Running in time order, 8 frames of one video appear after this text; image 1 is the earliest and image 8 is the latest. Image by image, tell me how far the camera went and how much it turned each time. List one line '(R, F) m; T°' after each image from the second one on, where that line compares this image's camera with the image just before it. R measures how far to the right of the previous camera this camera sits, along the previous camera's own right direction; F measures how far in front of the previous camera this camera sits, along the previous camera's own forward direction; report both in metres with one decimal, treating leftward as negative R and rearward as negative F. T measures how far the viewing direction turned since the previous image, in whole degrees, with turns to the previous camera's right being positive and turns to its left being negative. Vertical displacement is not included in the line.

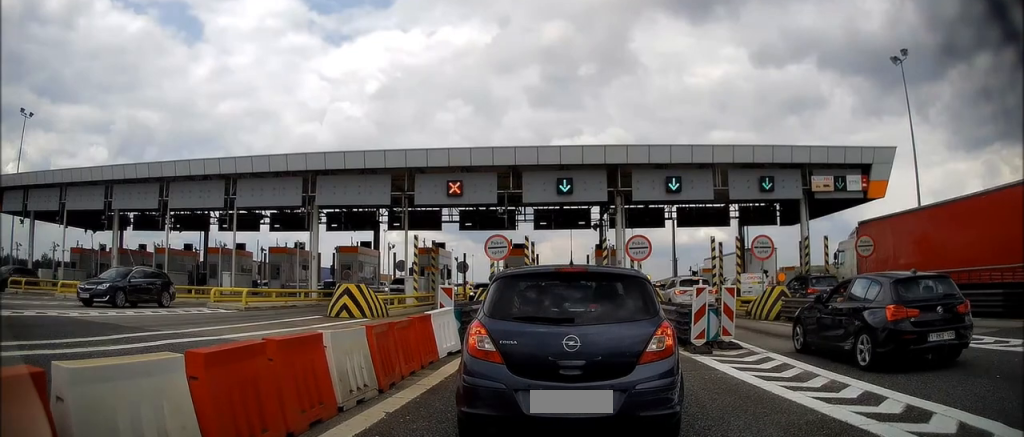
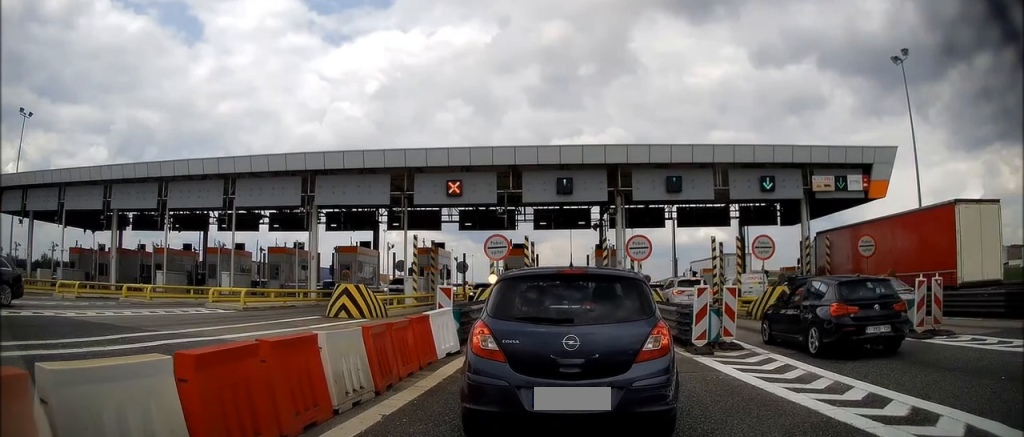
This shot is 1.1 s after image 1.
(0.0, +0.4) m; 0°
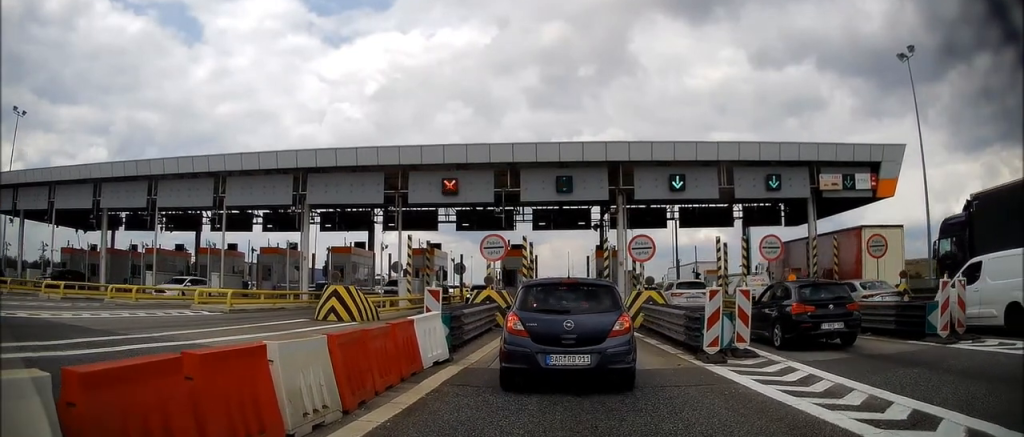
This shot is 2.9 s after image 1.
(0.0, +1.1) m; 0°
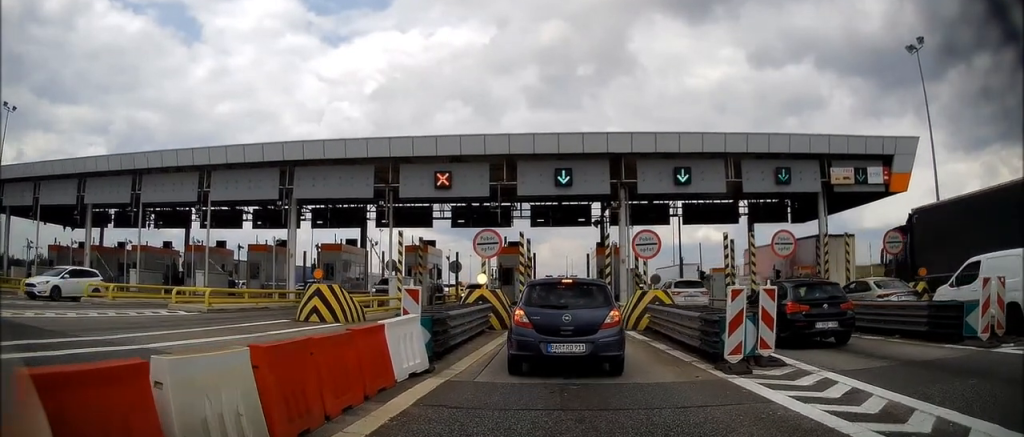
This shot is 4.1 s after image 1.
(0.0, +1.3) m; 0°
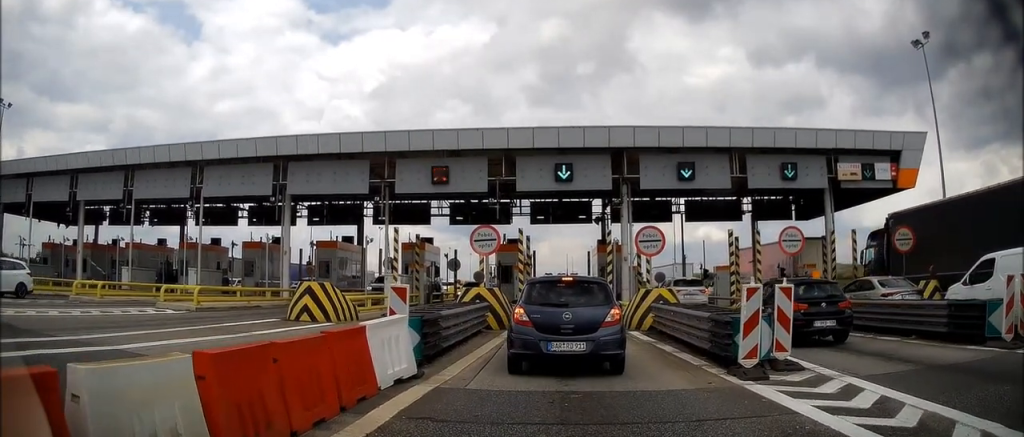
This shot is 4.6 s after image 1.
(0.0, +0.7) m; 0°
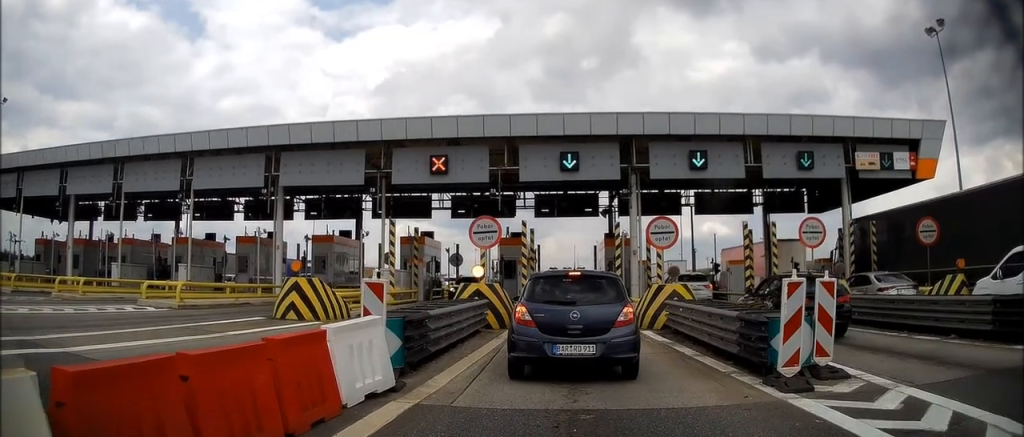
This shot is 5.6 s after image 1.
(0.0, +1.2) m; 0°
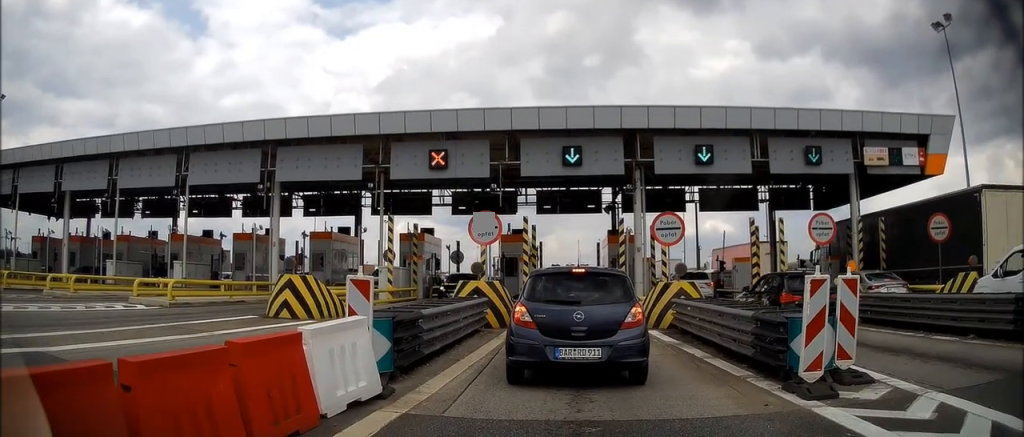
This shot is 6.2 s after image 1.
(0.0, +0.7) m; 0°
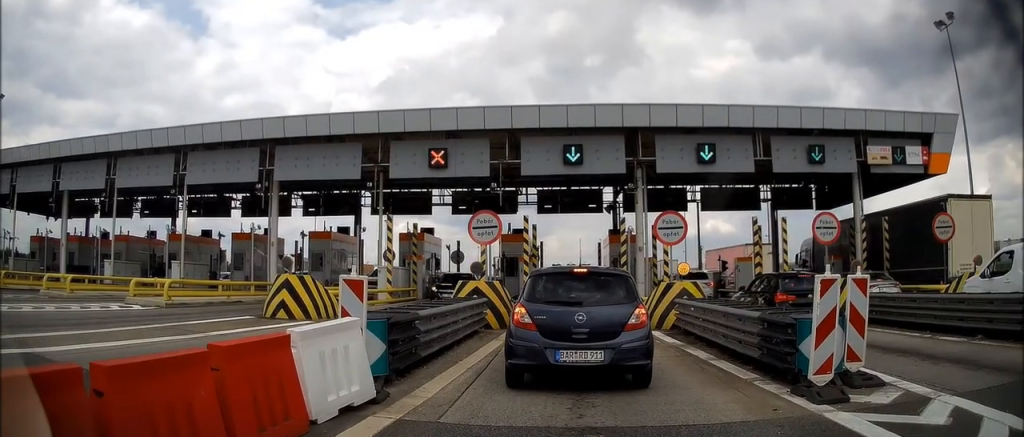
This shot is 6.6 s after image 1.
(0.0, +0.4) m; 0°
